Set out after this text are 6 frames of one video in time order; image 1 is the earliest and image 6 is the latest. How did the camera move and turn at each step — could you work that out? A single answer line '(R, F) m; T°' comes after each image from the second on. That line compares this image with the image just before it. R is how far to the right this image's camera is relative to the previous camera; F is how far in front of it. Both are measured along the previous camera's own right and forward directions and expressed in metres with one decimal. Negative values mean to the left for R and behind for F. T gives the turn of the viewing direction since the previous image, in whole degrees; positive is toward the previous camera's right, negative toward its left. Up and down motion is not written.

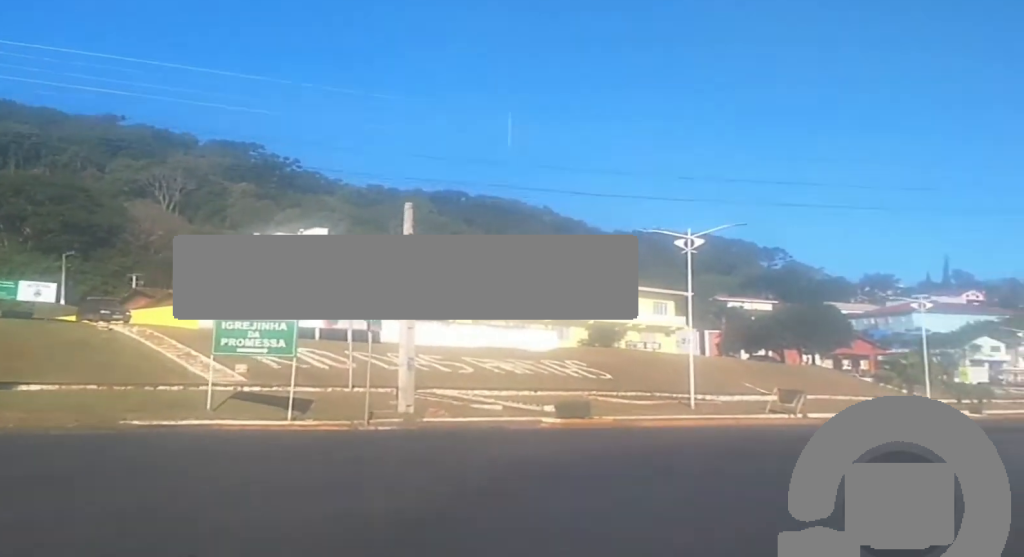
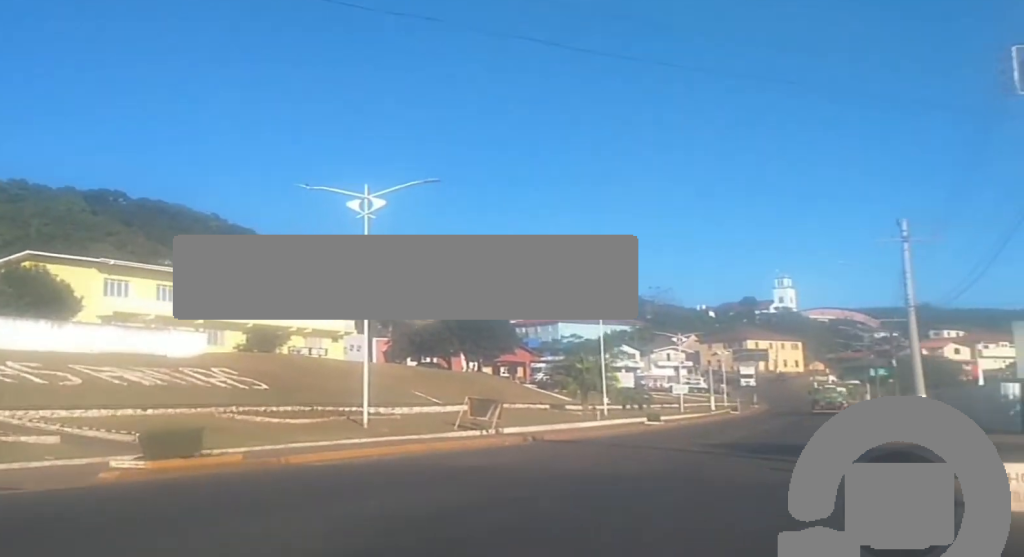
(+1.8, +10.8) m; +16°
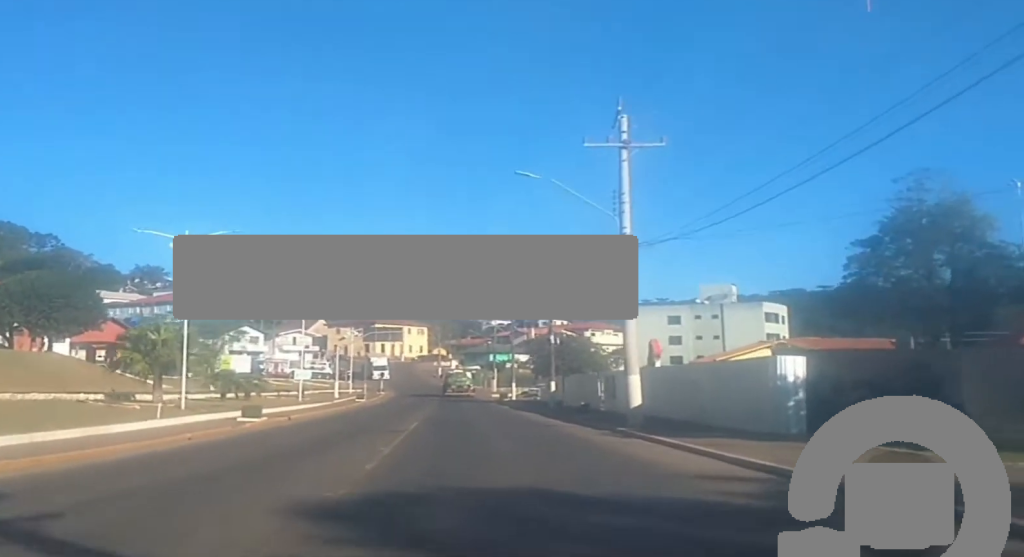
(+3.6, +18.1) m; +19°
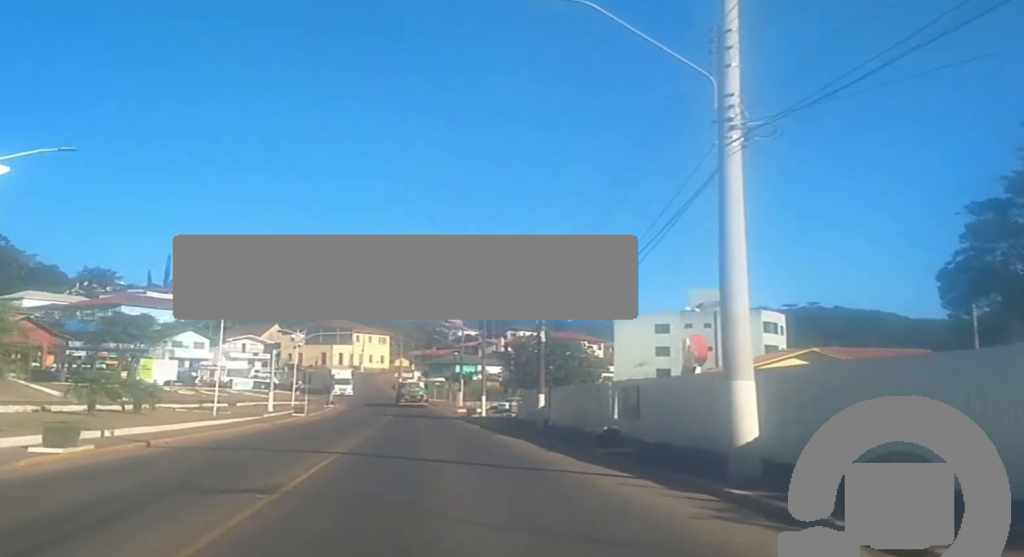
(+0.9, +13.6) m; +5°
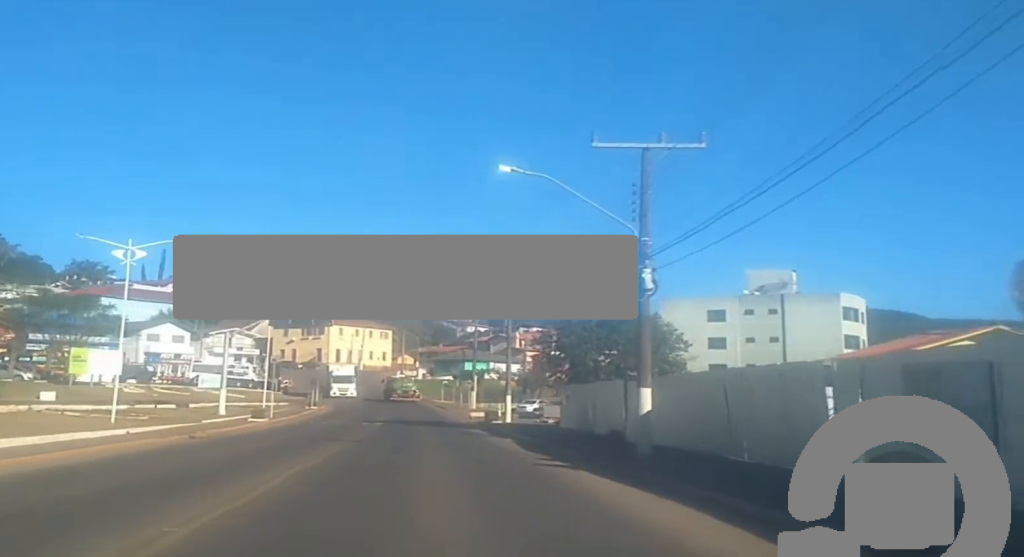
(+0.2, +18.0) m; 0°
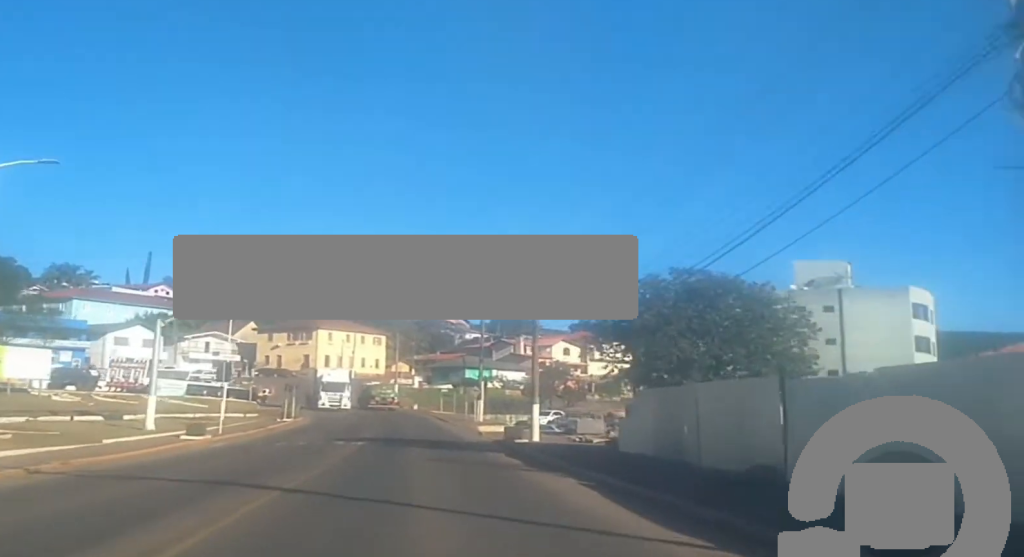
(-0.1, +13.4) m; 0°
